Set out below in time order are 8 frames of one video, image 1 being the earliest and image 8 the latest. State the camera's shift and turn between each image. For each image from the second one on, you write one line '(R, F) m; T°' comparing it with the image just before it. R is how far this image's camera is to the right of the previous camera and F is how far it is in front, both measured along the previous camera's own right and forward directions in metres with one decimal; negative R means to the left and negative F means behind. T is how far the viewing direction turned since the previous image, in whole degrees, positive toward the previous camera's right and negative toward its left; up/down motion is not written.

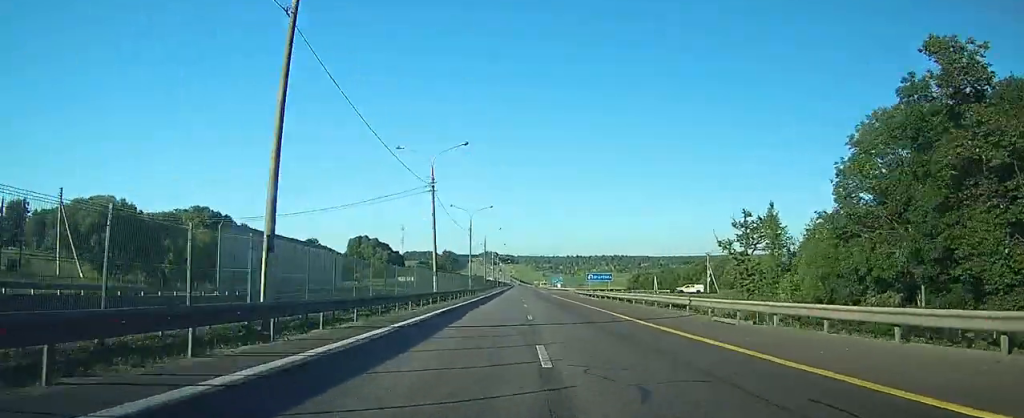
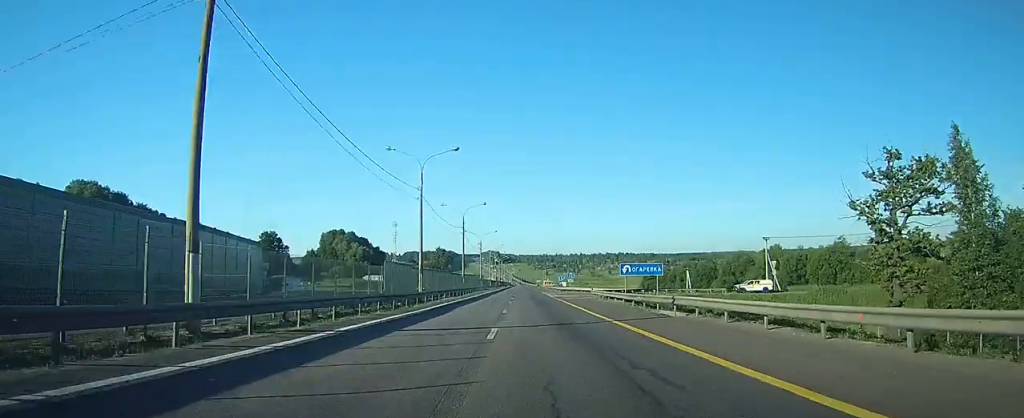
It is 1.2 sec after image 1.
(+0.2, +32.0) m; 0°
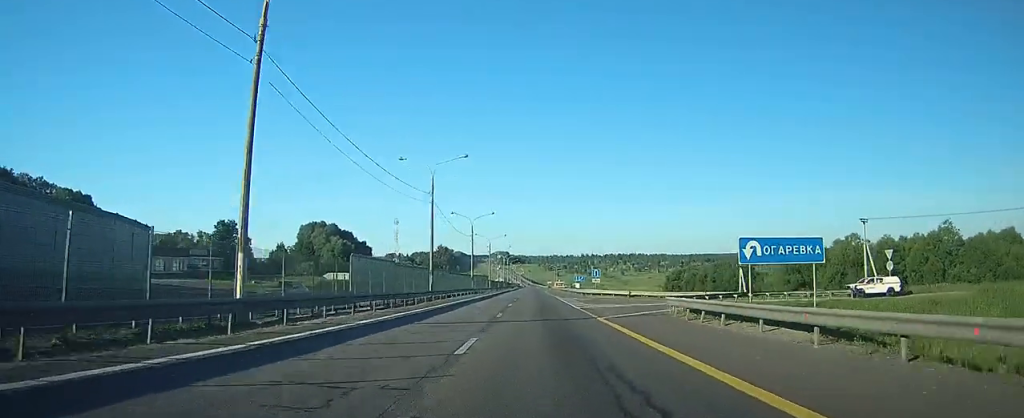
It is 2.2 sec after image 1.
(0.0, +27.5) m; 0°
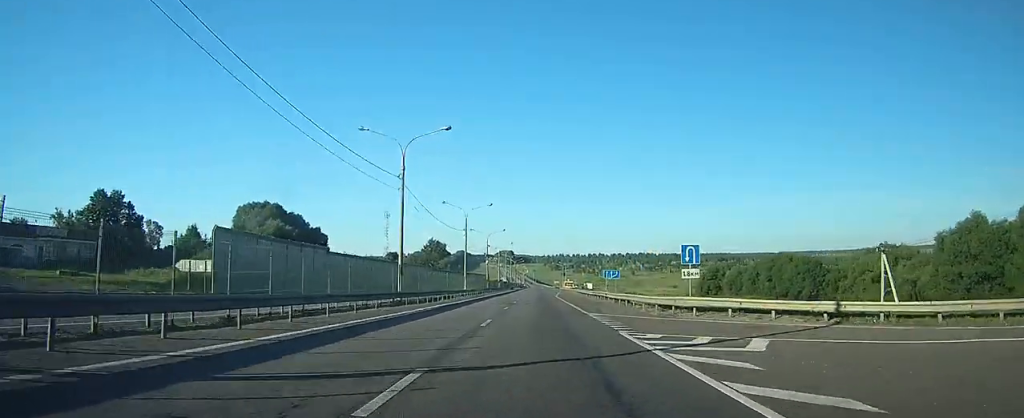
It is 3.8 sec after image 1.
(-0.2, +41.3) m; -1°
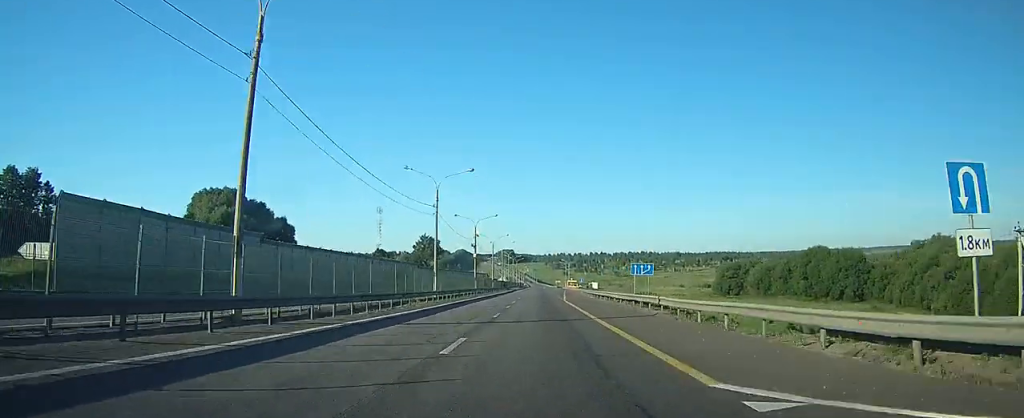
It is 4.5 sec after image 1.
(-0.1, +19.2) m; 0°
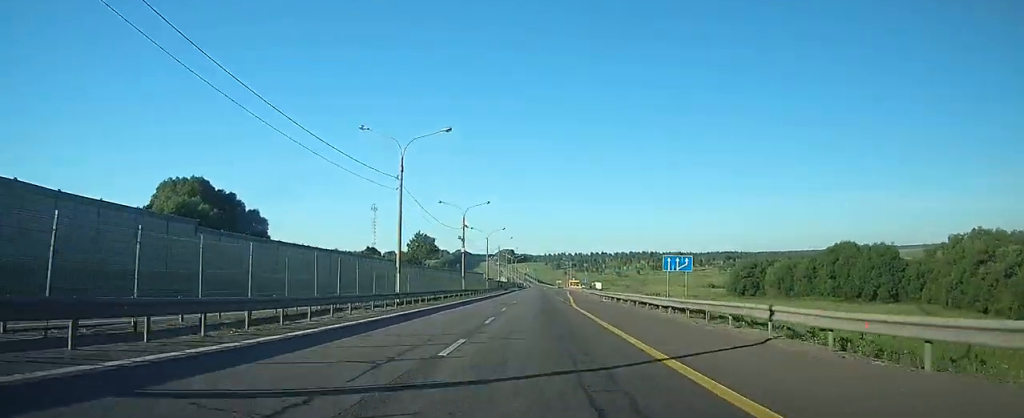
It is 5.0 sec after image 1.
(0.0, +12.1) m; 0°
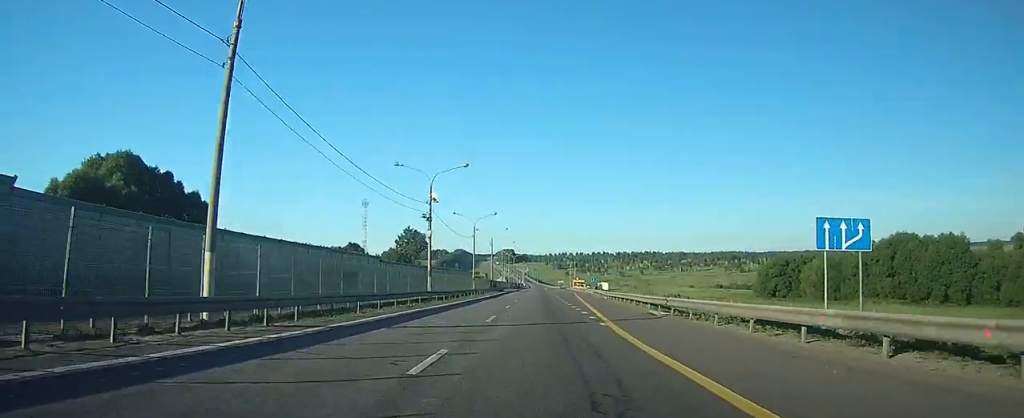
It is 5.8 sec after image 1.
(0.0, +19.9) m; 0°
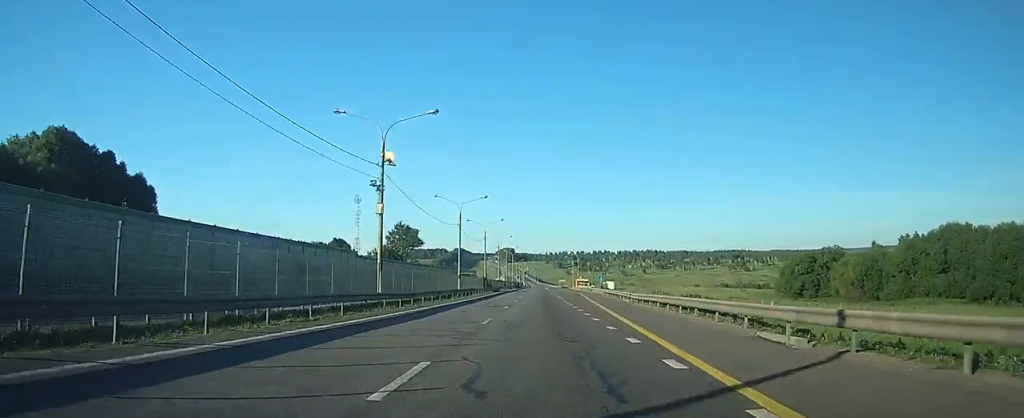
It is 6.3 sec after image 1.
(0.0, +13.8) m; 0°
